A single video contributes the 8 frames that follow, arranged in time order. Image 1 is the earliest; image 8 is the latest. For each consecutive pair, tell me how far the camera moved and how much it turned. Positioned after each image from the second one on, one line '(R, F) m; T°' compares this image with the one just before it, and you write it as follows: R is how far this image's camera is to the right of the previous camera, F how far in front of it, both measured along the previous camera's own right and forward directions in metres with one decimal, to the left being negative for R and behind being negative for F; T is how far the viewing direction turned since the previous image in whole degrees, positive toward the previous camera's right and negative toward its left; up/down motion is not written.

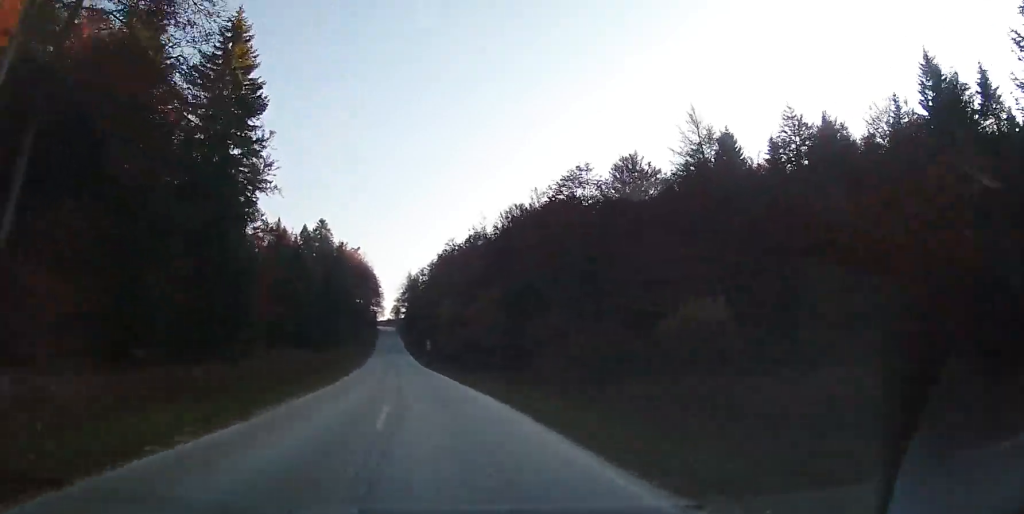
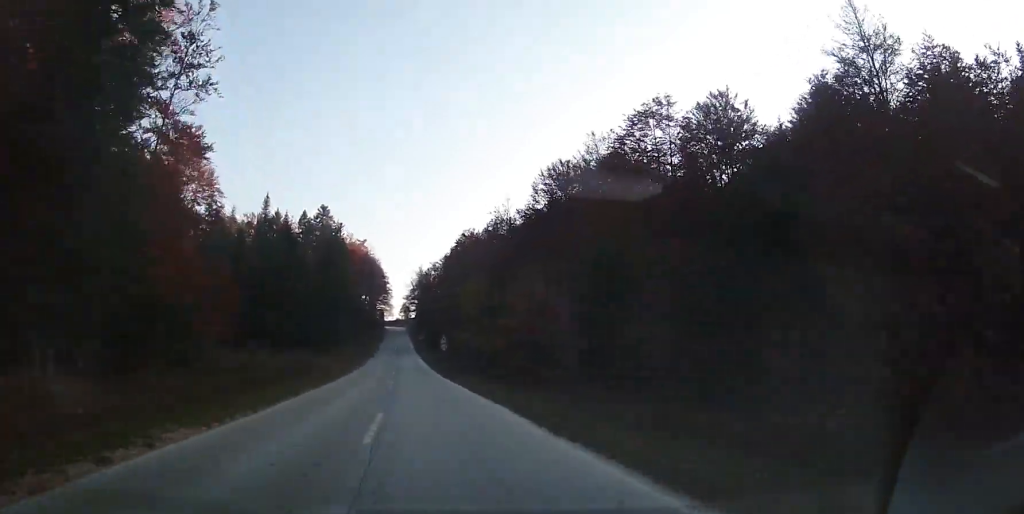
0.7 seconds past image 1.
(-0.2, +17.6) m; -1°
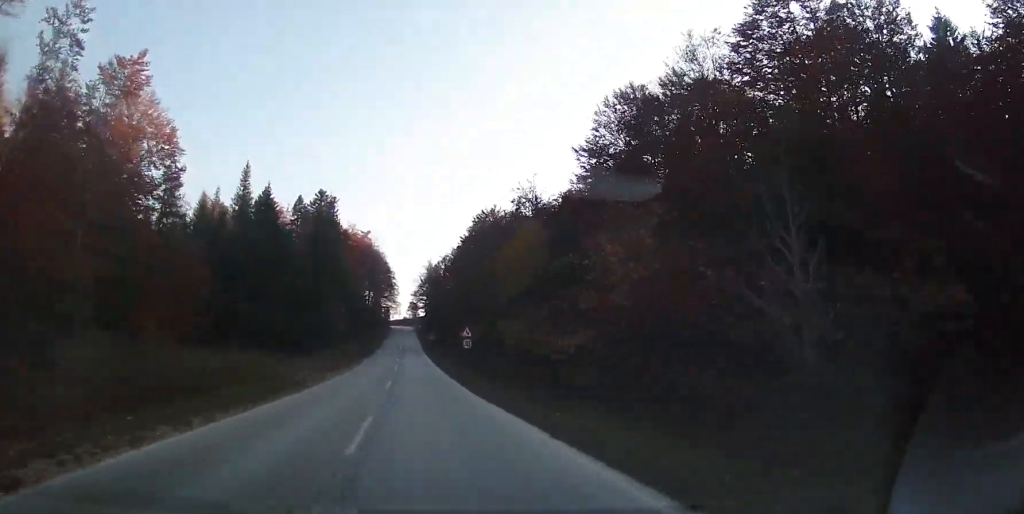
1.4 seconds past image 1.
(+0.1, +16.7) m; -1°
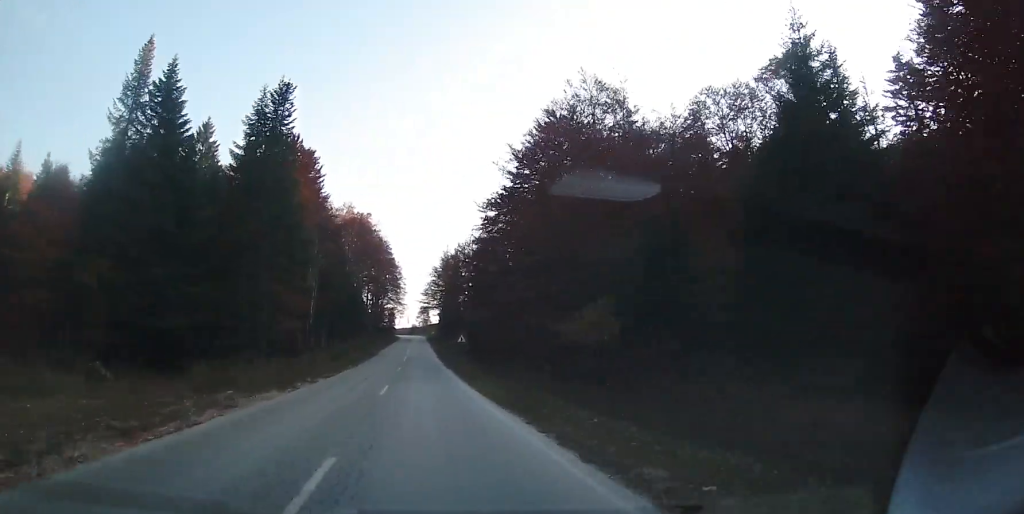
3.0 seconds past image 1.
(-0.8, +36.2) m; -1°
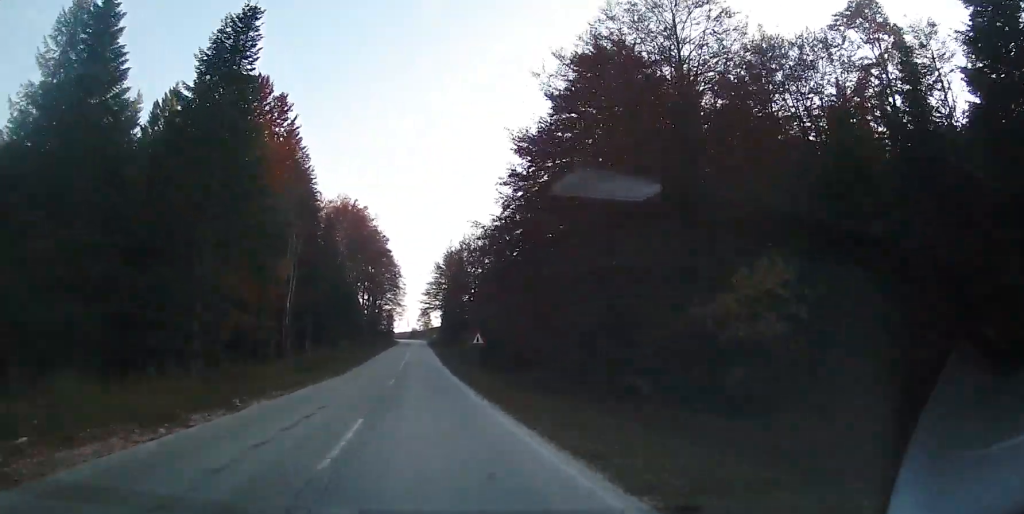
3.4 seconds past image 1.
(+0.1, +11.0) m; 0°
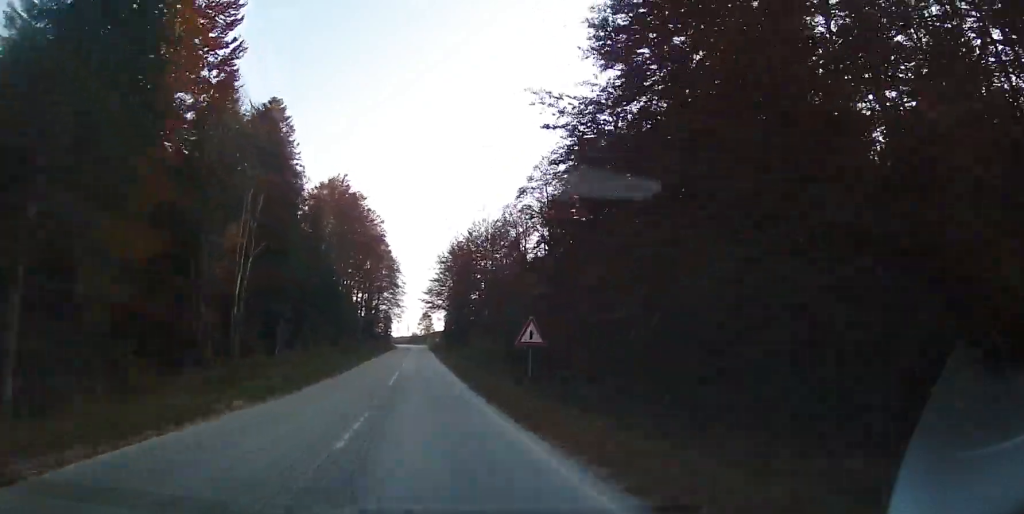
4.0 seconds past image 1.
(+0.1, +13.9) m; +1°
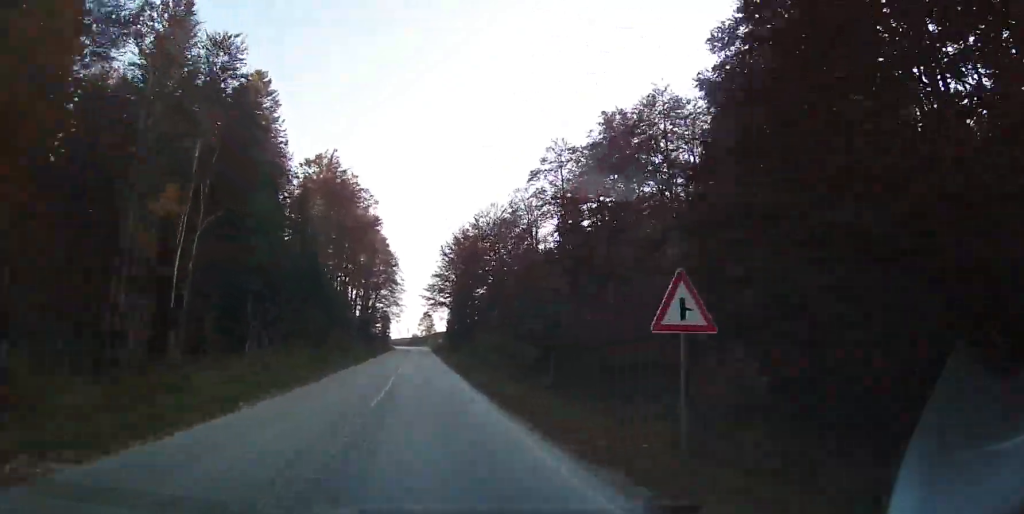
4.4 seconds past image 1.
(-0.1, +9.3) m; 0°
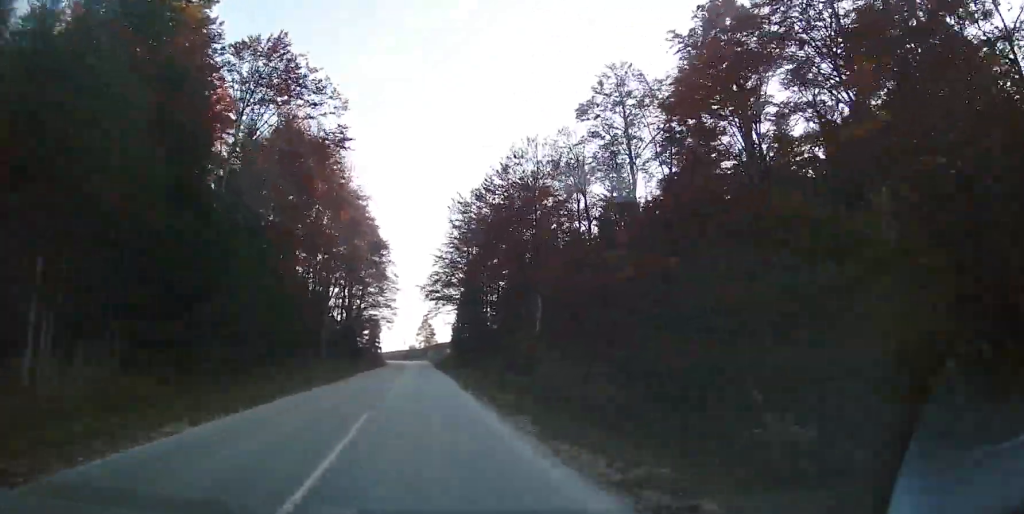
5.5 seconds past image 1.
(+0.3, +24.7) m; +1°
